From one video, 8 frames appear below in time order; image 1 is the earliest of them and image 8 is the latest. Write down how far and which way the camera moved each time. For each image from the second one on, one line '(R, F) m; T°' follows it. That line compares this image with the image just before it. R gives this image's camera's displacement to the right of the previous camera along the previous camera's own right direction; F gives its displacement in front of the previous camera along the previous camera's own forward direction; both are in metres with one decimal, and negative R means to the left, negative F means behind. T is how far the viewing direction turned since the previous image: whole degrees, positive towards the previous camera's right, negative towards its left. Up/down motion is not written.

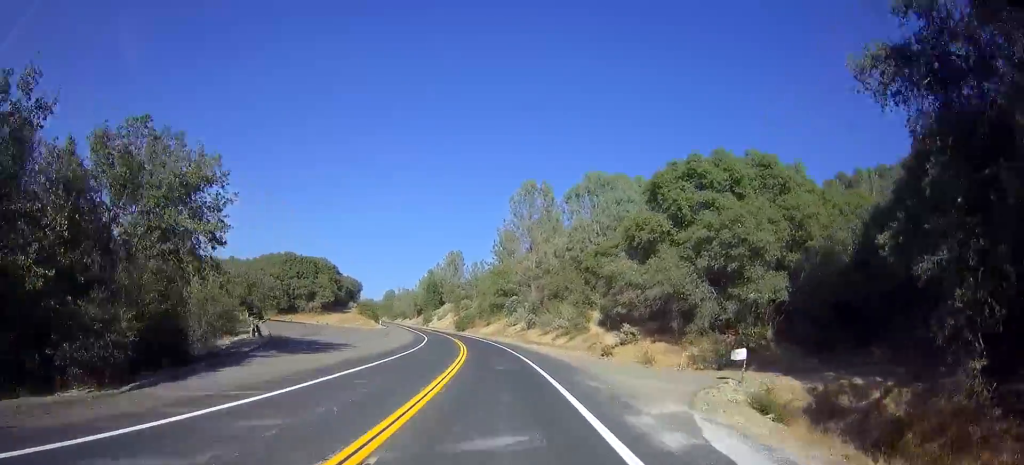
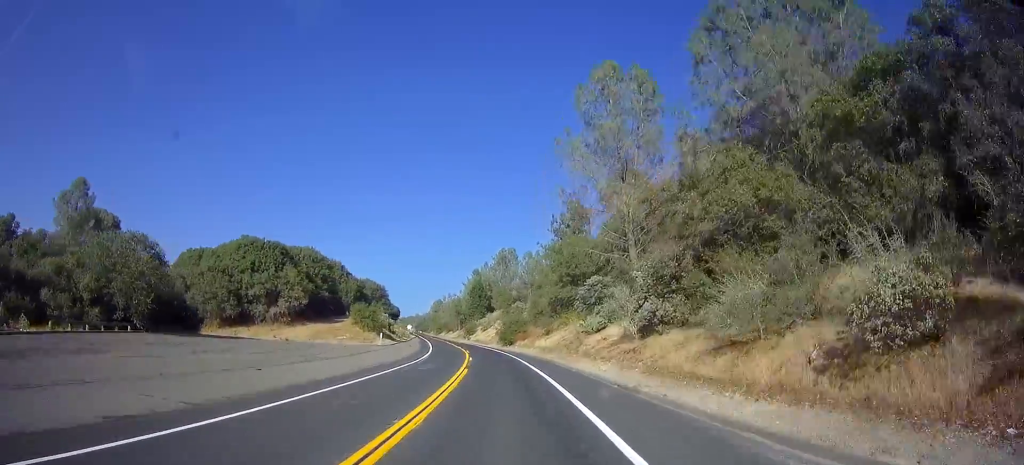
(-1.8, +40.6) m; -5°
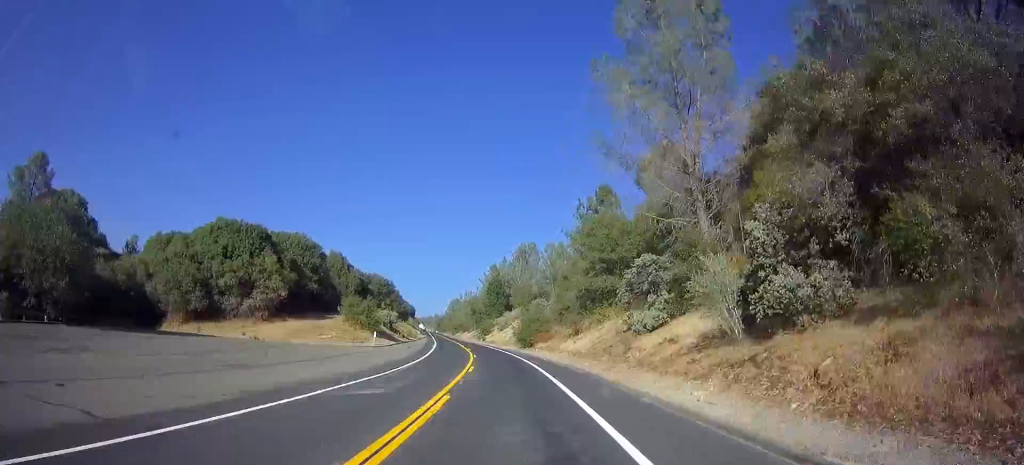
(-0.3, +12.5) m; -2°
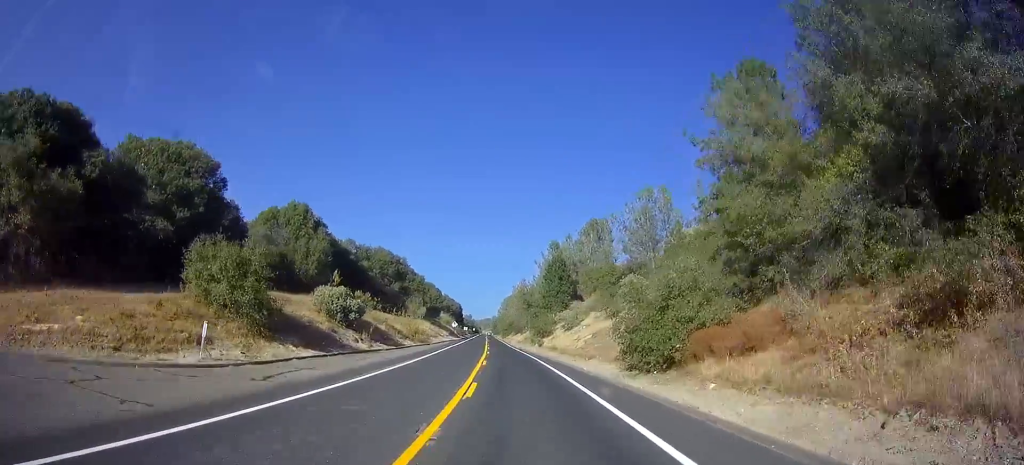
(-3.0, +42.6) m; -7°
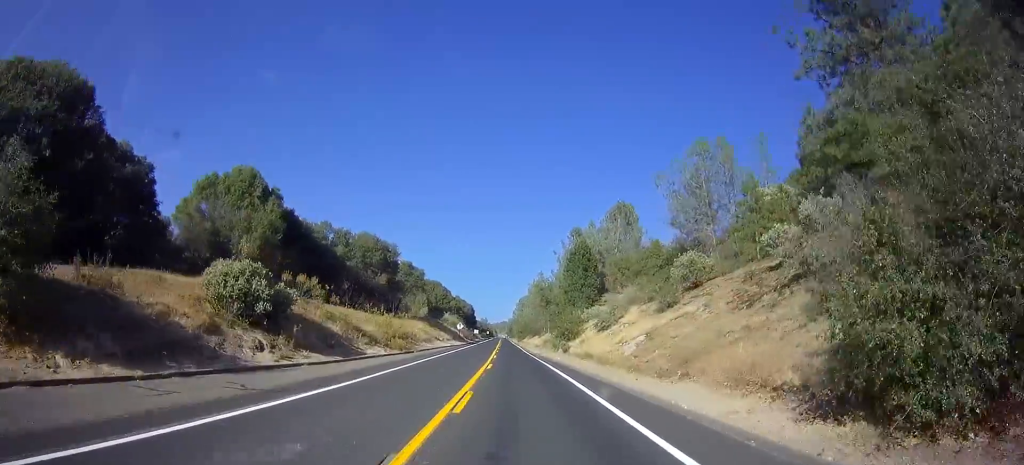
(-0.2, +17.0) m; -1°
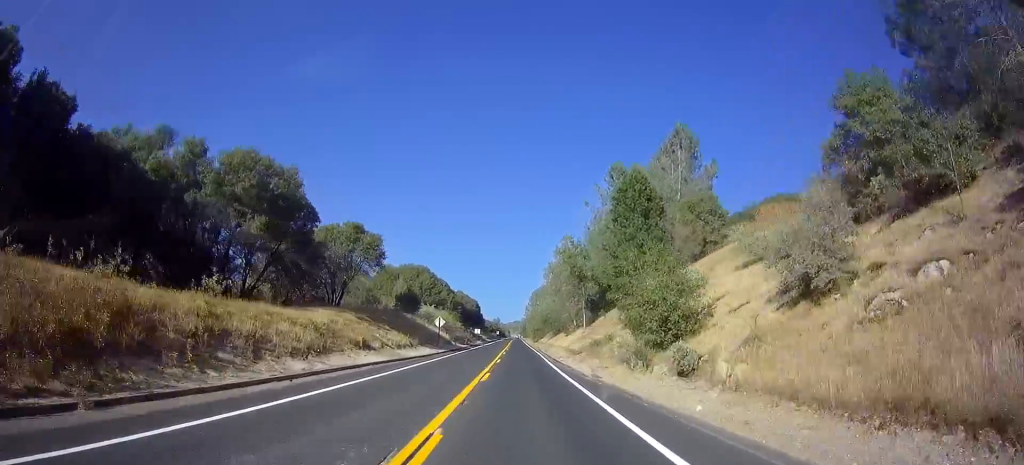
(-0.9, +36.0) m; -3°
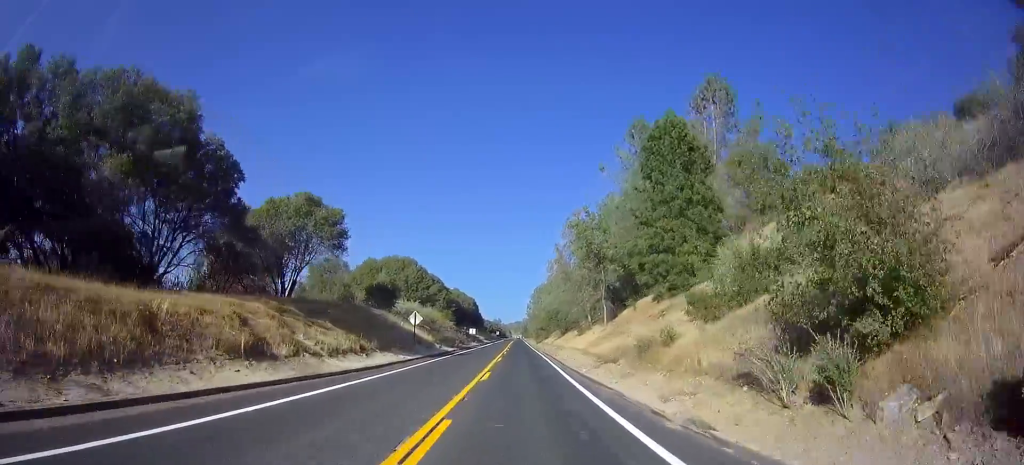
(-0.3, +13.6) m; 0°
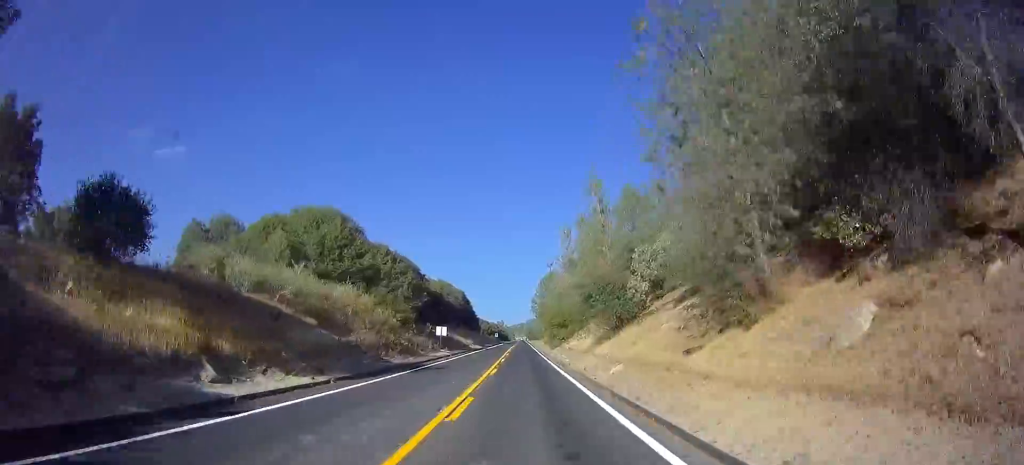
(+0.3, +39.2) m; +1°
